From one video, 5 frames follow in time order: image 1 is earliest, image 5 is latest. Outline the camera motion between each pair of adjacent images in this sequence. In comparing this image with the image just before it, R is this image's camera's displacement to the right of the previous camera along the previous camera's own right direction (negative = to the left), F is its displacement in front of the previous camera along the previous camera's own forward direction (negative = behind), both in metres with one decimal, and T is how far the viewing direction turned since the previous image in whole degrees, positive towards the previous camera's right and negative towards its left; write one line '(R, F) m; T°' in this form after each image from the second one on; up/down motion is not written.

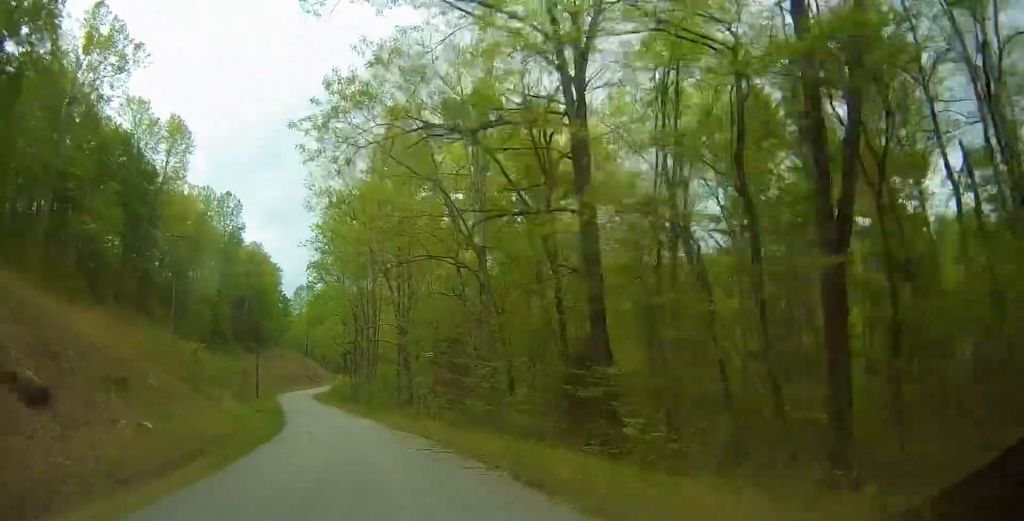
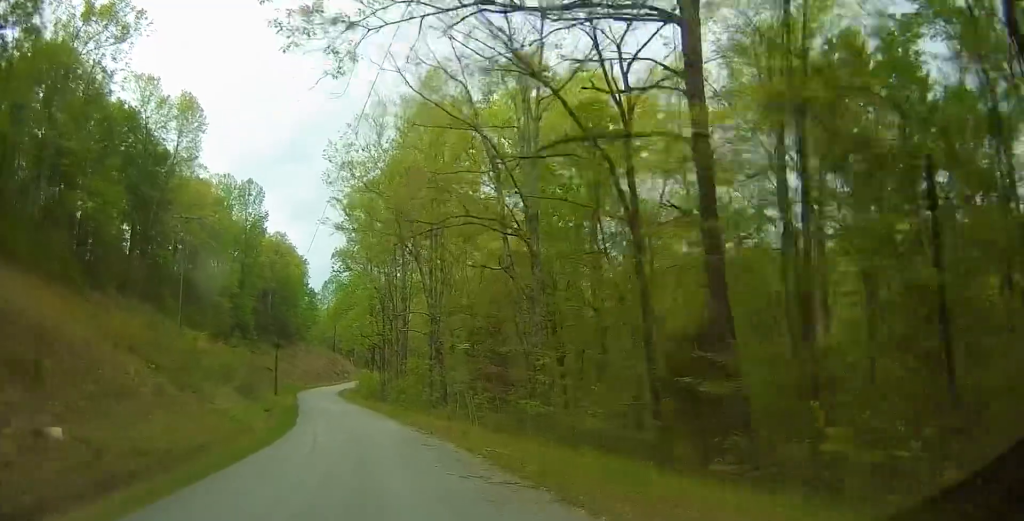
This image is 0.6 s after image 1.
(-0.1, +6.0) m; -4°
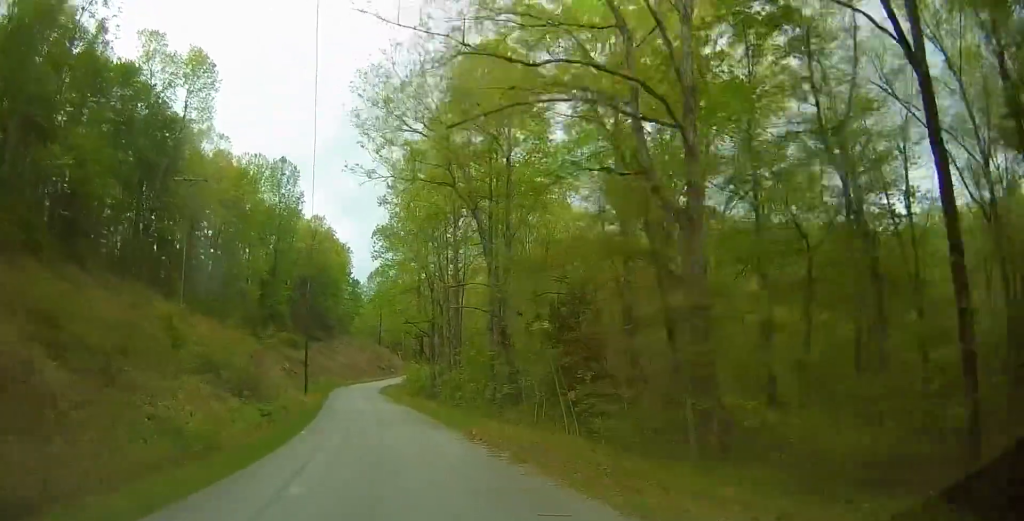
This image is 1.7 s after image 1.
(-0.8, +10.6) m; -5°
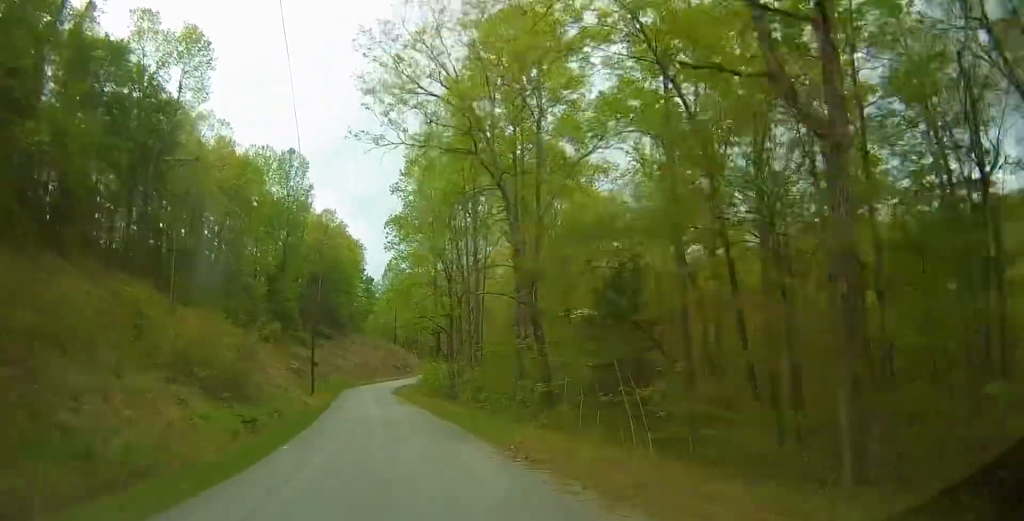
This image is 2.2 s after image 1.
(-0.1, +4.9) m; -2°
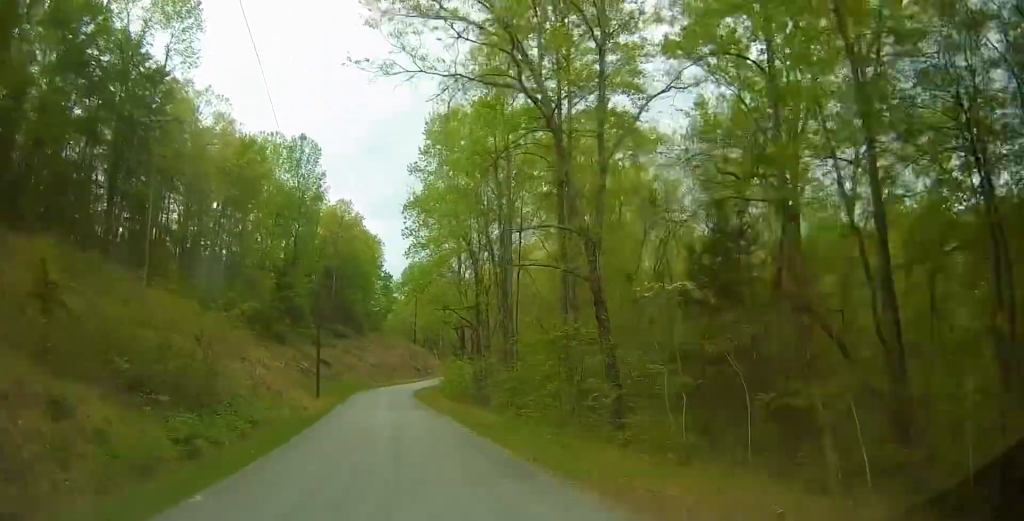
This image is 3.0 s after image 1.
(+0.4, +7.3) m; -3°
